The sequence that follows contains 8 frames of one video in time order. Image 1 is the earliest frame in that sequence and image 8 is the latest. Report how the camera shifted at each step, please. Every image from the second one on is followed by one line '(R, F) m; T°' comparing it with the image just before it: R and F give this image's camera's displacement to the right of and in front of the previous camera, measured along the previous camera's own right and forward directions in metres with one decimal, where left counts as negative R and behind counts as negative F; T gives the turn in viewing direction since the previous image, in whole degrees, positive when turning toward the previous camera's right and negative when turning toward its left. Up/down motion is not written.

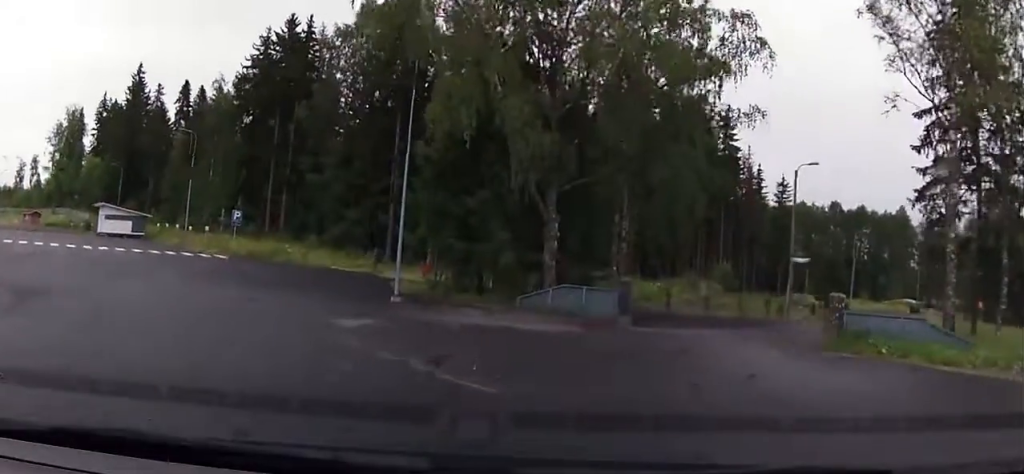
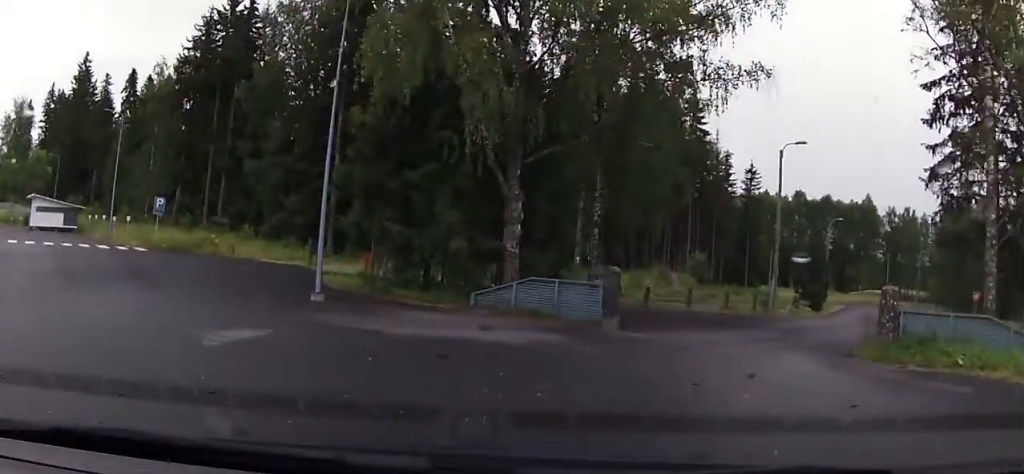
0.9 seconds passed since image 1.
(0.0, +4.5) m; +7°
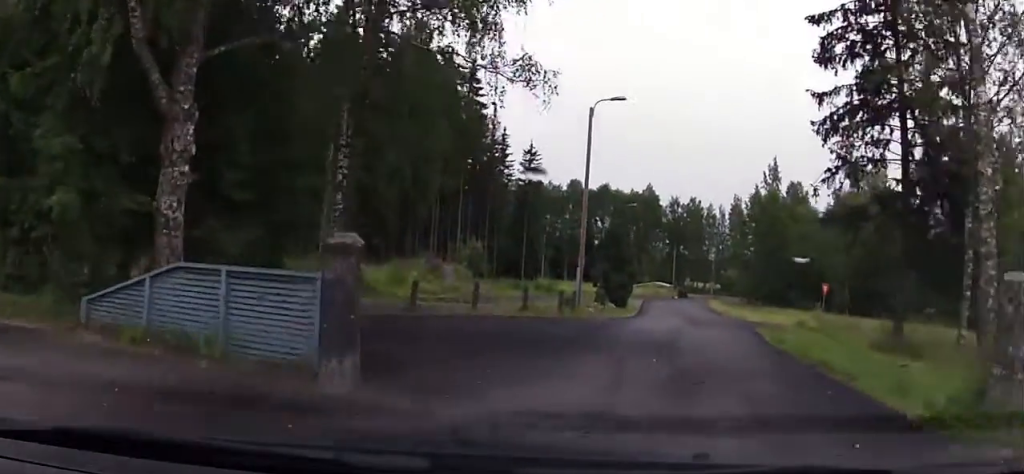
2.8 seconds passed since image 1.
(+2.0, +8.6) m; +24°
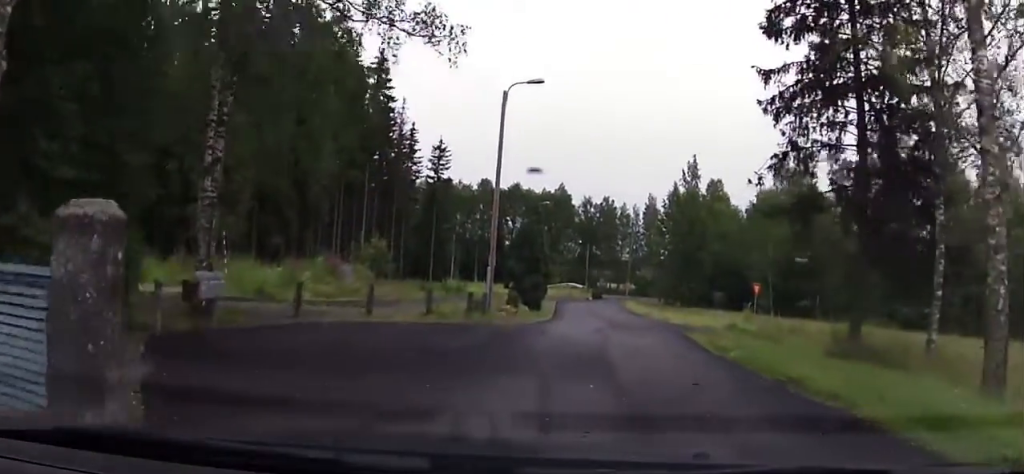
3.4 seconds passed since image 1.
(+0.1, +2.8) m; +4°
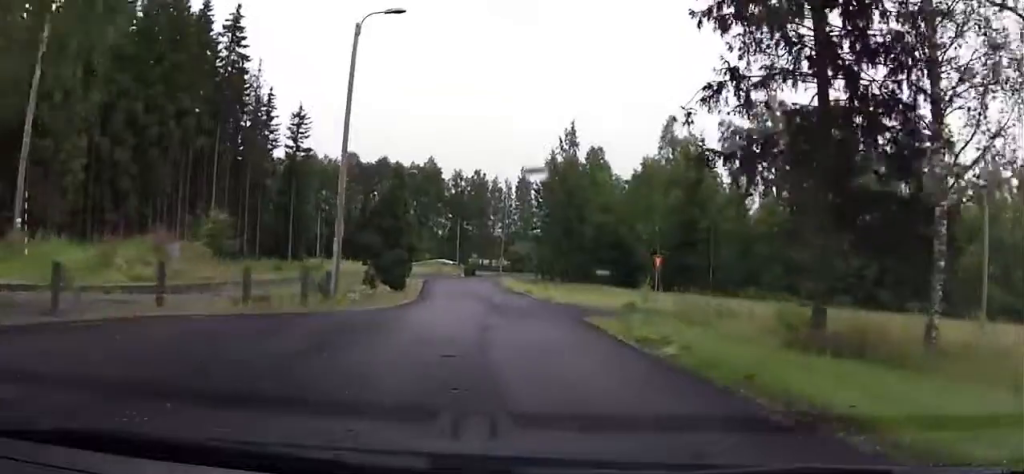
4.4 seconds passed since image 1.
(+0.4, +5.2) m; +4°
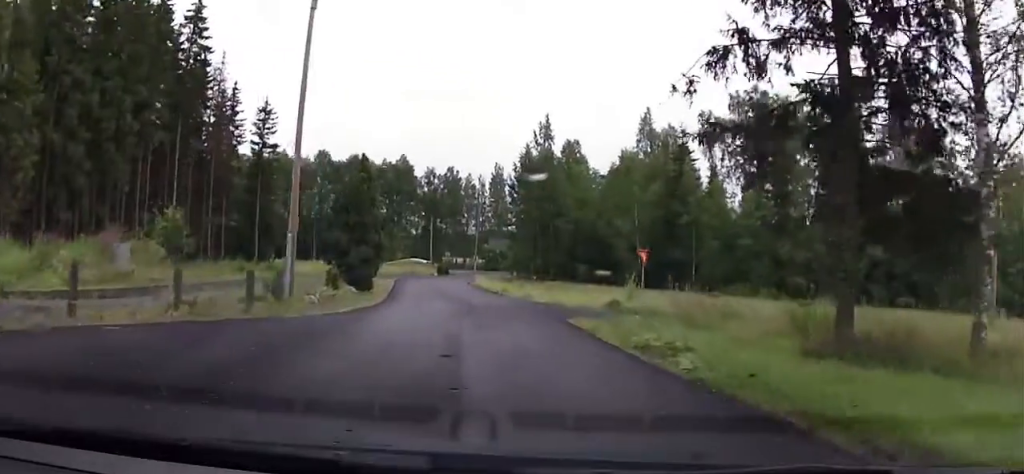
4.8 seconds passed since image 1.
(-0.2, +2.2) m; +3°
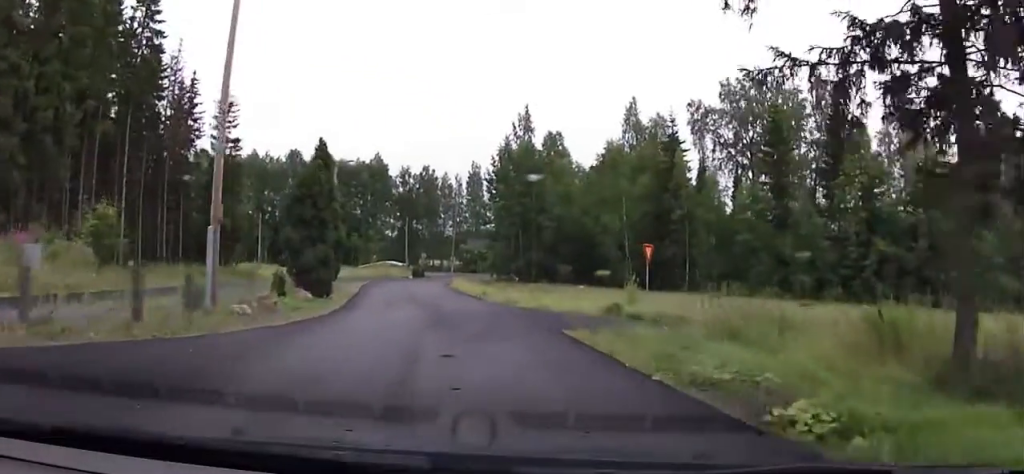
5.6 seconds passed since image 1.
(+0.2, +4.0) m; +8°
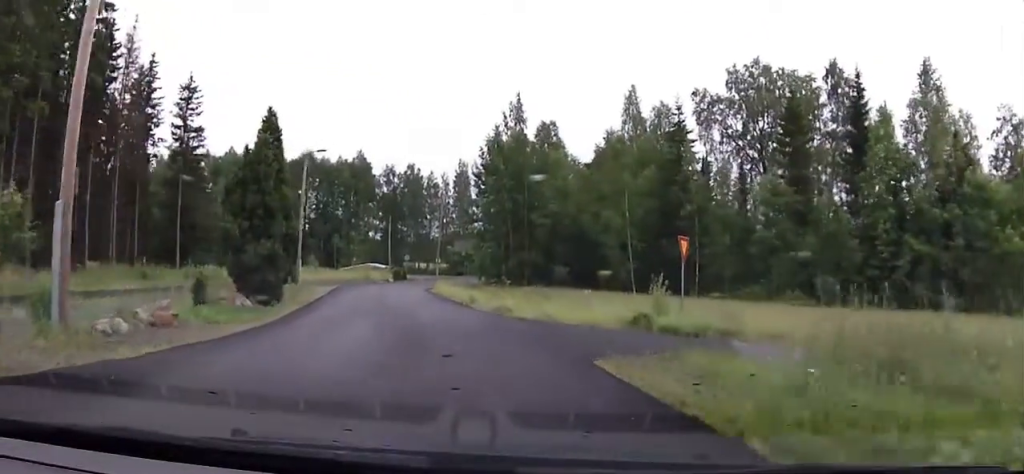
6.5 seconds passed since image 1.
(+0.6, +5.1) m; +7°
